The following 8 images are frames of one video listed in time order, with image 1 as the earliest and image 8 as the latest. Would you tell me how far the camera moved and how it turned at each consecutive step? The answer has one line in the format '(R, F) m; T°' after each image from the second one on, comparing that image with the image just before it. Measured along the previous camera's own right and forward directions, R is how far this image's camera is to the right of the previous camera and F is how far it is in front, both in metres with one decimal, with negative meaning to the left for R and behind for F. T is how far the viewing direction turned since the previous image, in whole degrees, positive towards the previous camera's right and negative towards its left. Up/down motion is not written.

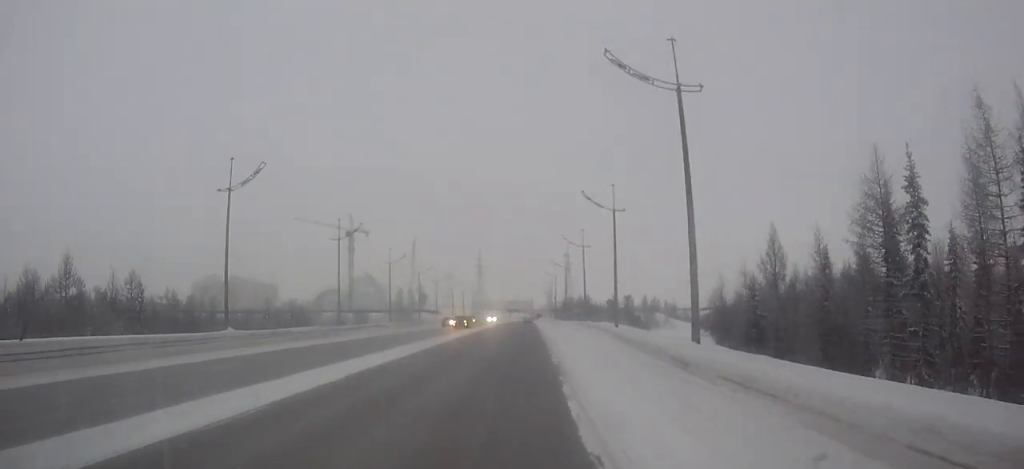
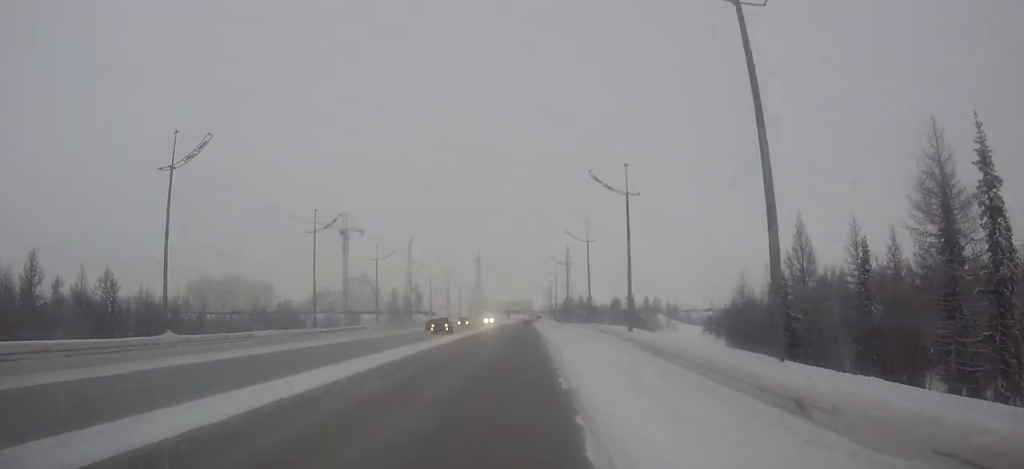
(0.0, +6.6) m; 0°
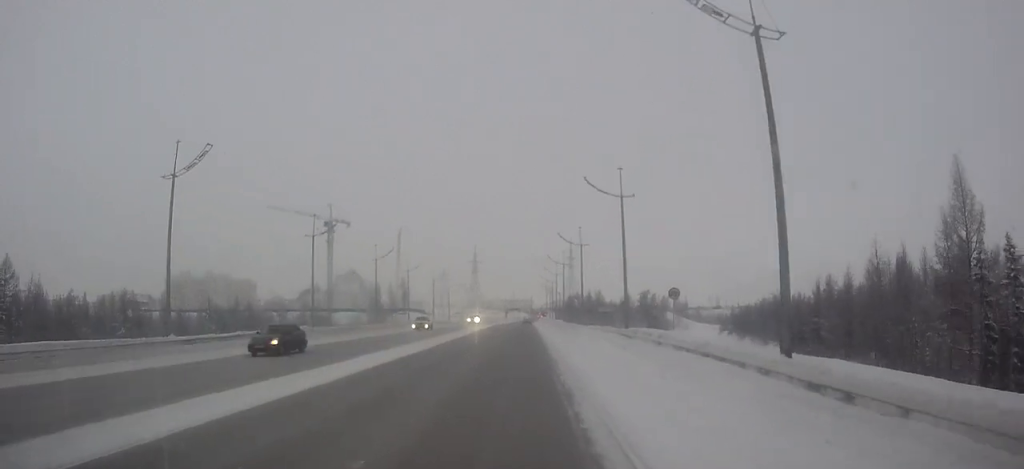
(0.0, +23.1) m; 0°
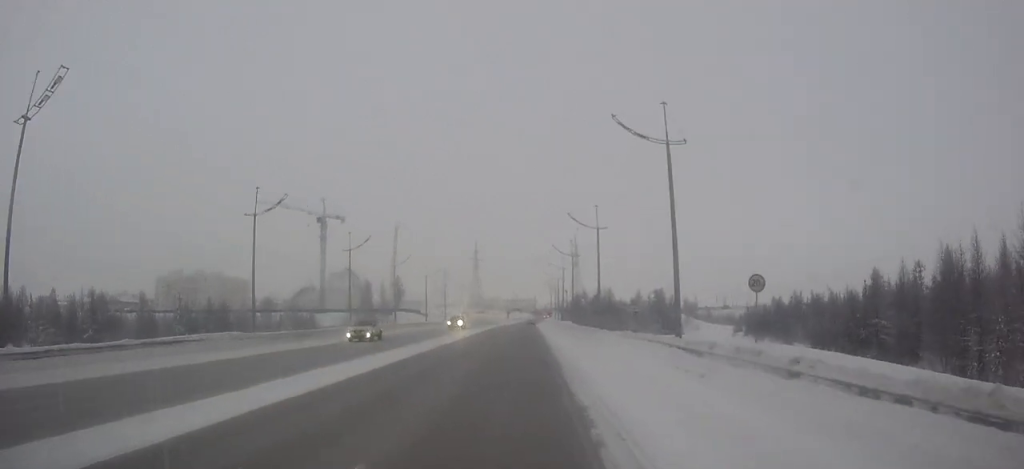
(0.0, +13.0) m; 0°
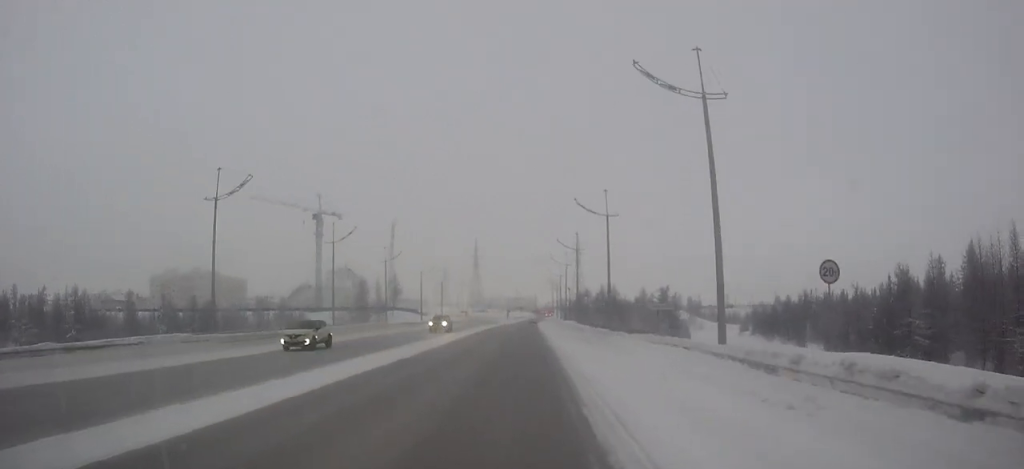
(0.0, +6.0) m; 0°
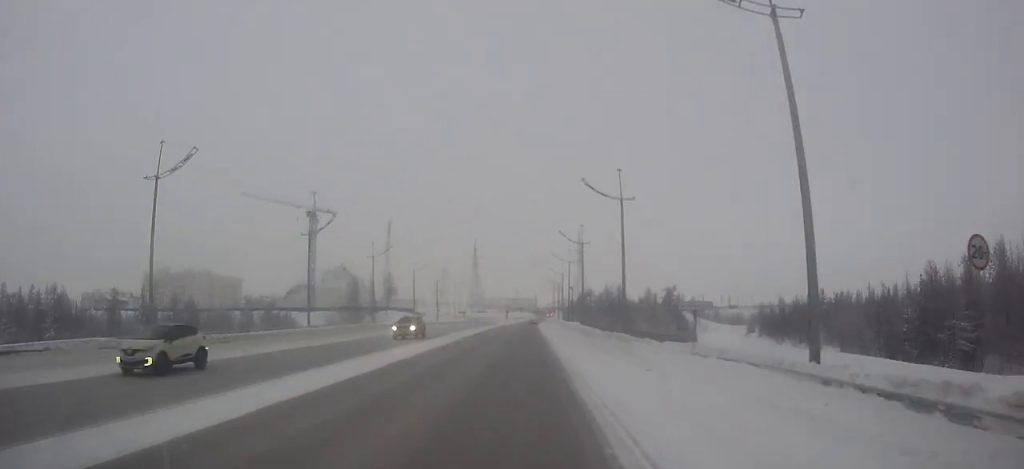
(0.0, +7.0) m; 0°
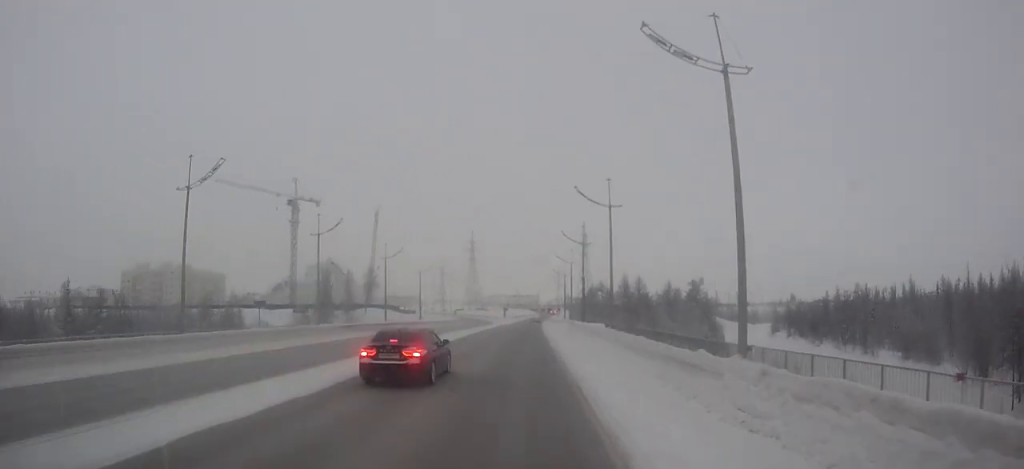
(0.0, +21.2) m; 0°
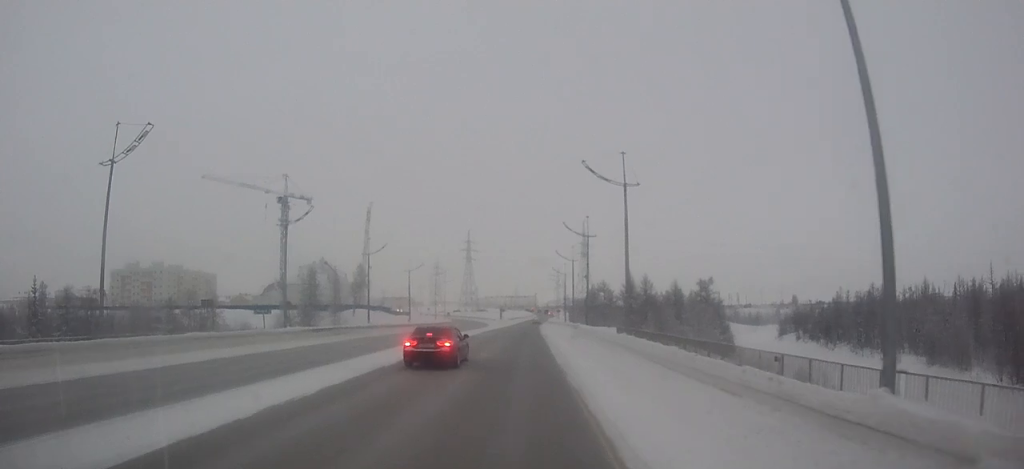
(0.0, +7.6) m; 0°
